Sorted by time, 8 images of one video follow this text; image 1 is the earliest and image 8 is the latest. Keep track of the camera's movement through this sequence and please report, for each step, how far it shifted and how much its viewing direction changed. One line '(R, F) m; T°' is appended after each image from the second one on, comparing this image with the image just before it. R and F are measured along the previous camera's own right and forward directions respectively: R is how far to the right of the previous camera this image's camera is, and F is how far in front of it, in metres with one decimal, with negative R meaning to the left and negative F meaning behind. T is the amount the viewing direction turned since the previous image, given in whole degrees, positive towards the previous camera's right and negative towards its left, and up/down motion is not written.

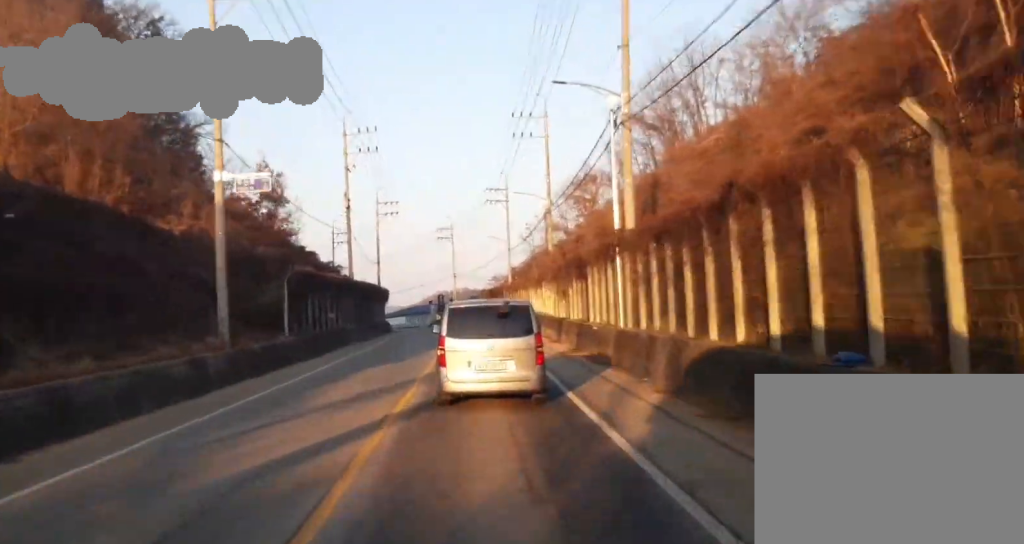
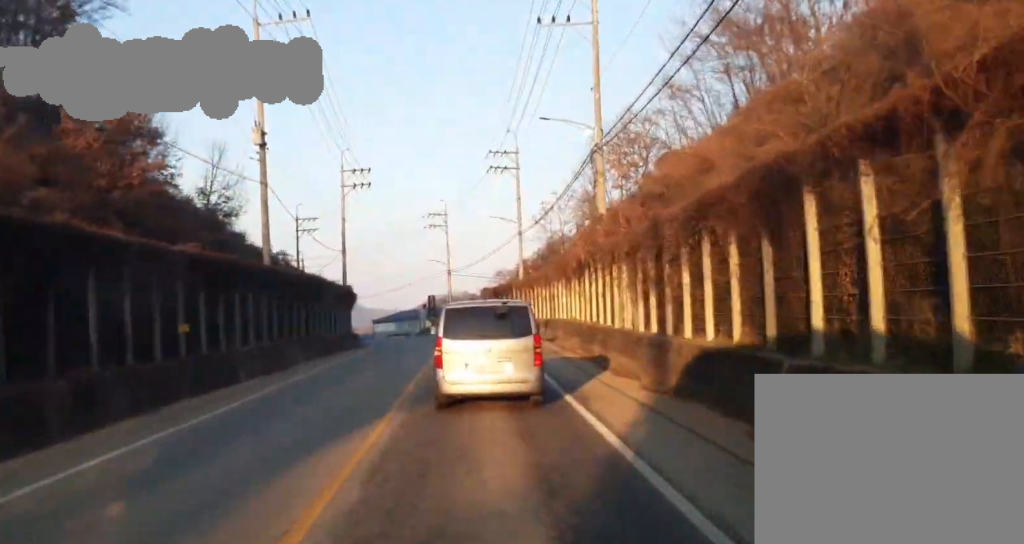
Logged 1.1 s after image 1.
(-0.1, +25.4) m; +1°
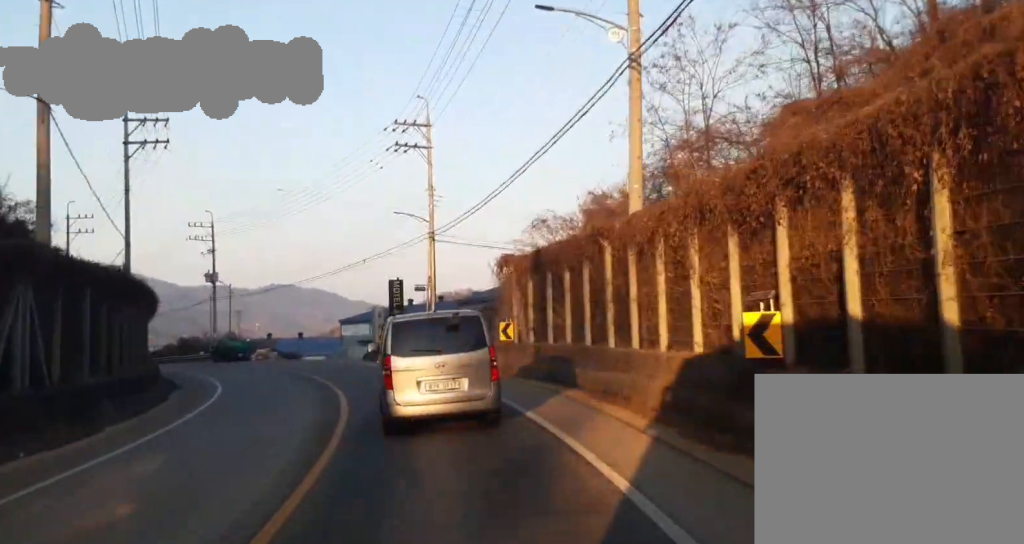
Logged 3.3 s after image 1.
(-2.3, +50.8) m; -10°
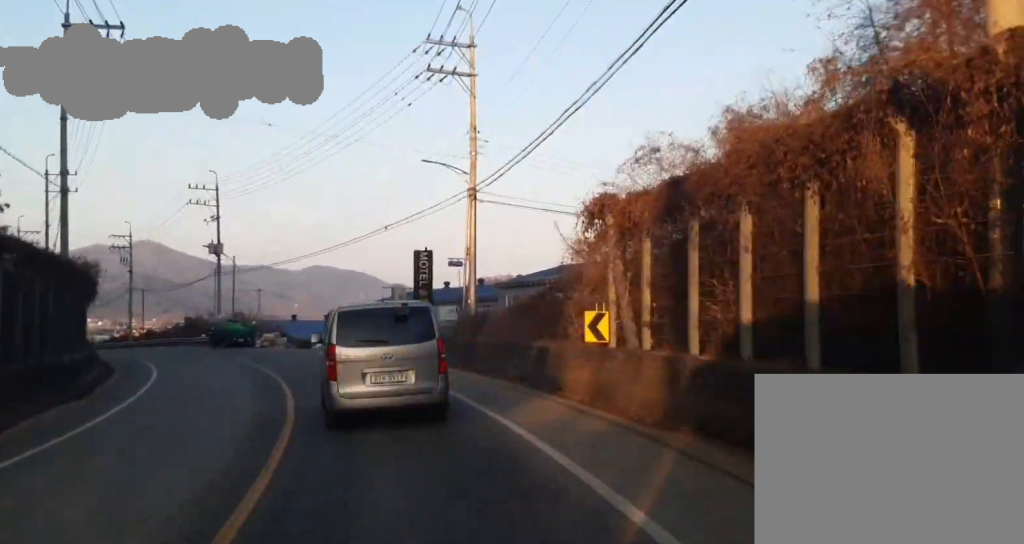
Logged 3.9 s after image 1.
(-0.6, +13.2) m; -3°
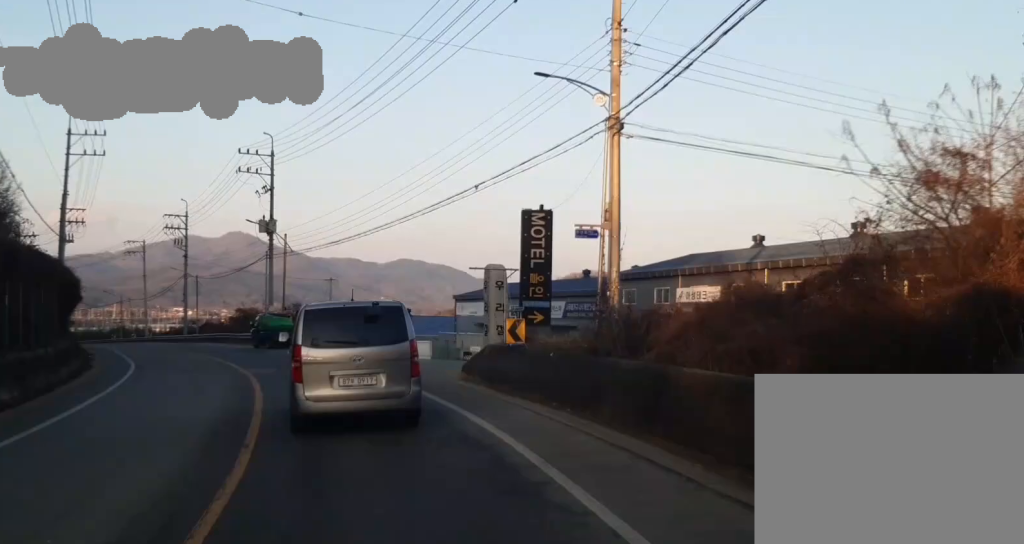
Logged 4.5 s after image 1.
(-0.1, +14.4) m; 0°
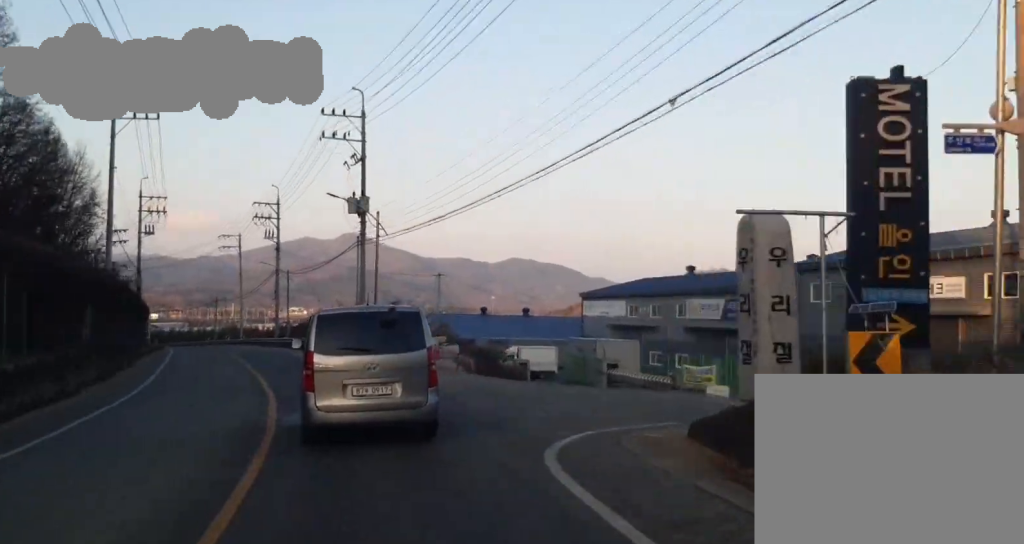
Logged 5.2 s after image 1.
(0.0, +13.4) m; 0°
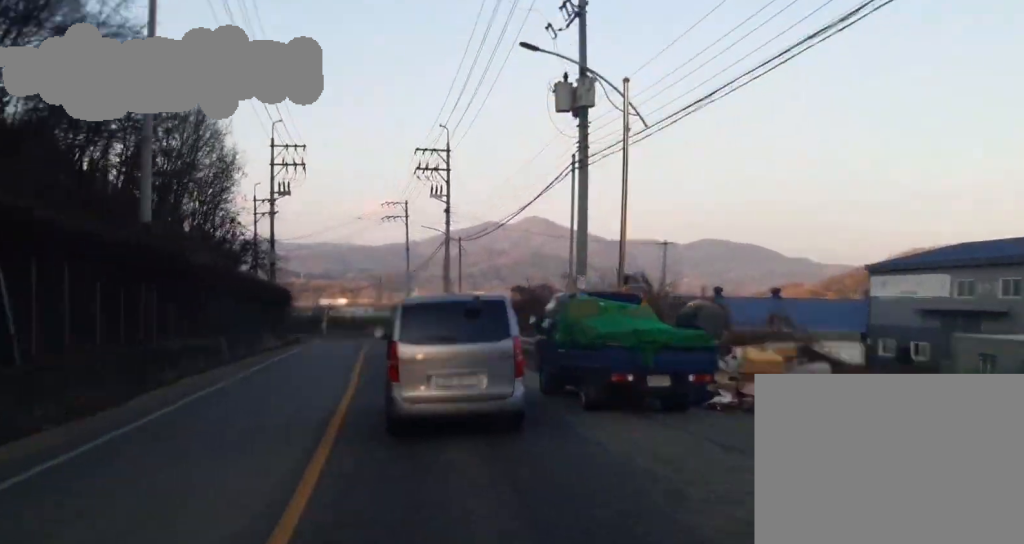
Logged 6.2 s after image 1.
(0.0, +22.4) m; 0°
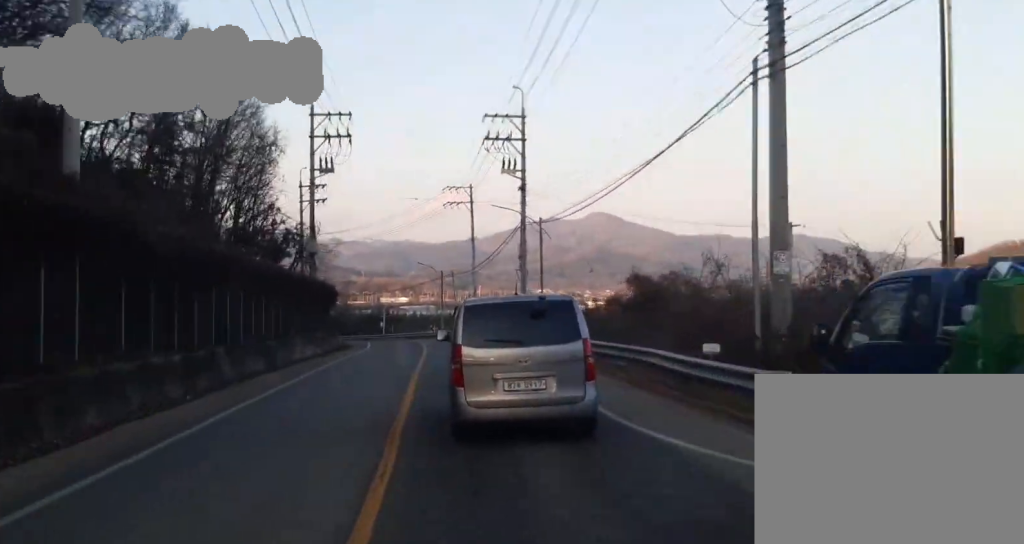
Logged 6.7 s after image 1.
(0.0, +10.4) m; 0°
